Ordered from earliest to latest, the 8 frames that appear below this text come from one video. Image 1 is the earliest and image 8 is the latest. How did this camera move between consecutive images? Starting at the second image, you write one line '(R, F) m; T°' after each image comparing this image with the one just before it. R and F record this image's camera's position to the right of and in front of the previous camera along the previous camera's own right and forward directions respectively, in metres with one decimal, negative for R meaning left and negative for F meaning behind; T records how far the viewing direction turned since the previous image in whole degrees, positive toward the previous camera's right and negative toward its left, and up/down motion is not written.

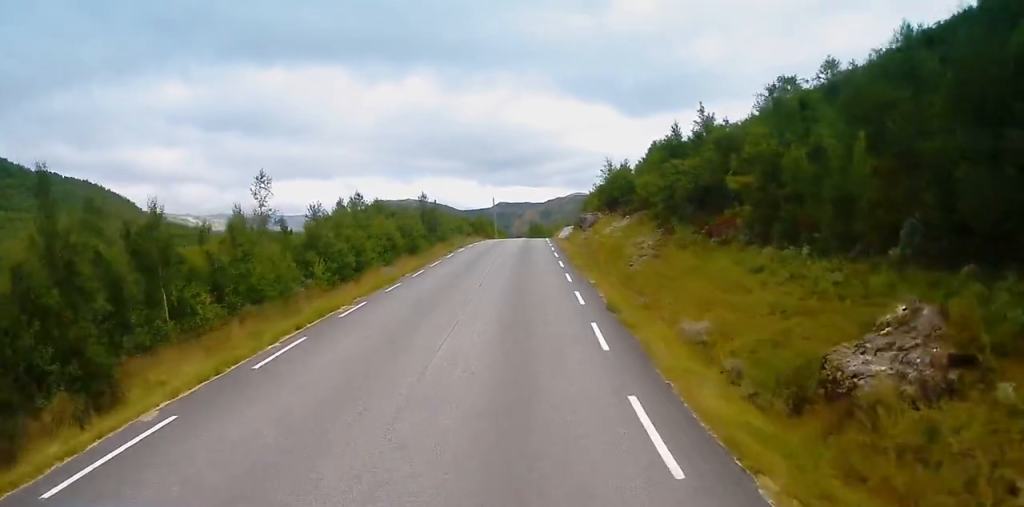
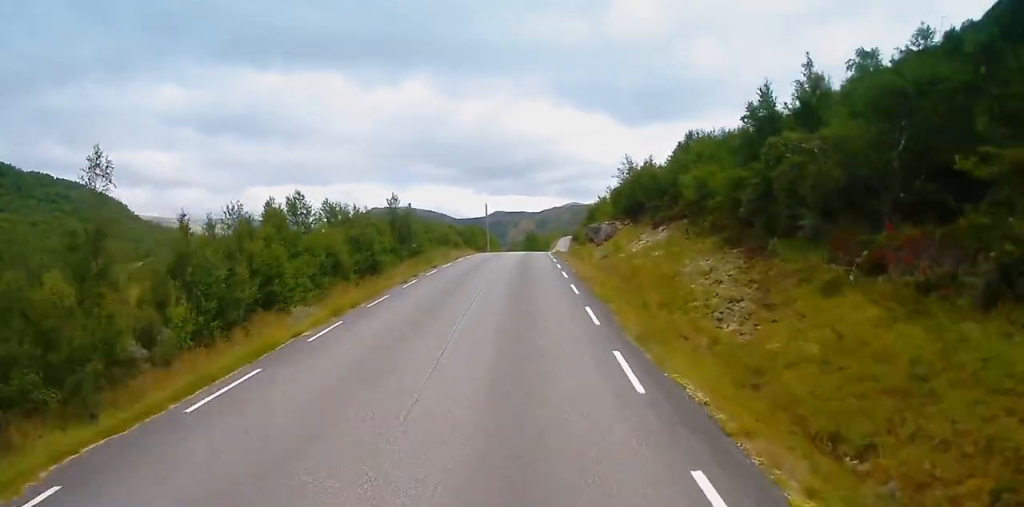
(+0.1, +14.8) m; +1°
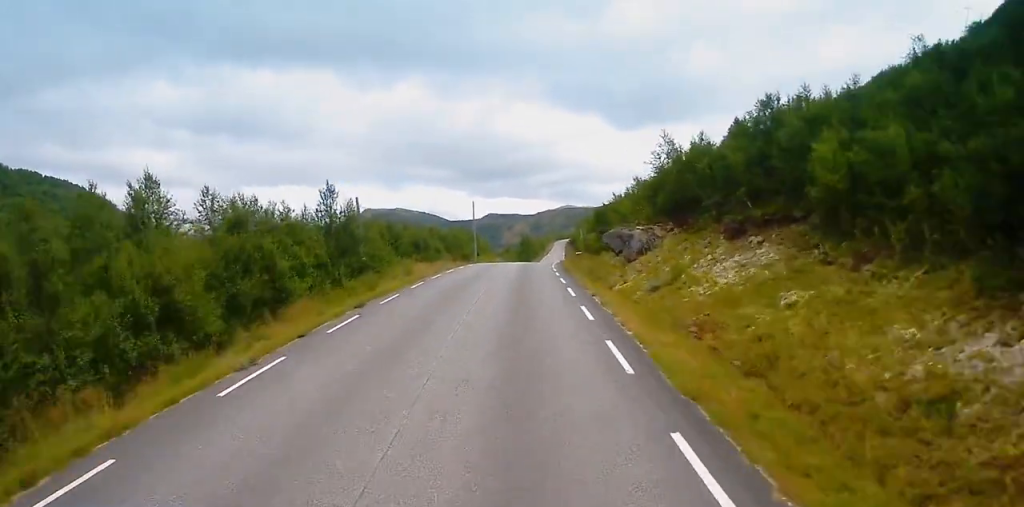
(+0.1, +17.1) m; 0°
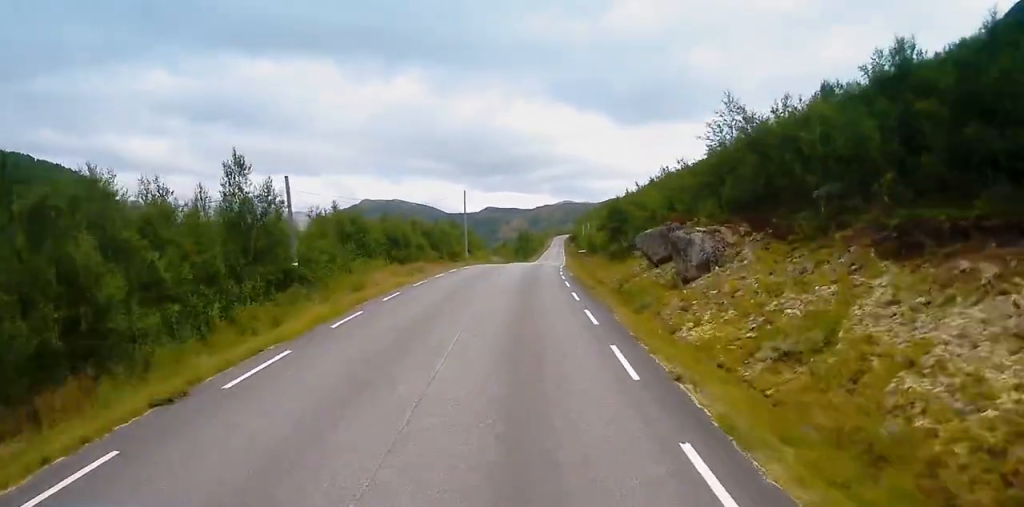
(-0.1, +12.4) m; 0°
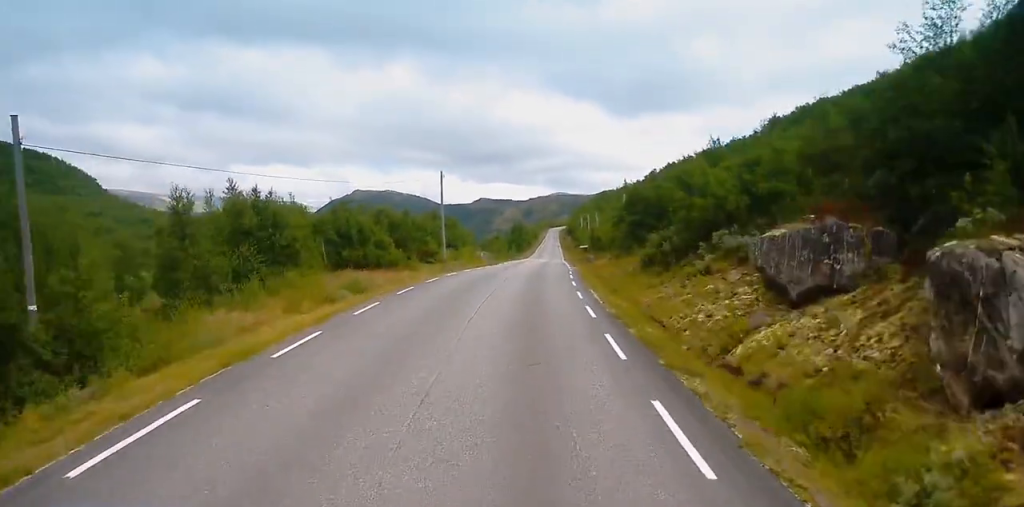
(+0.1, +16.2) m; +1°
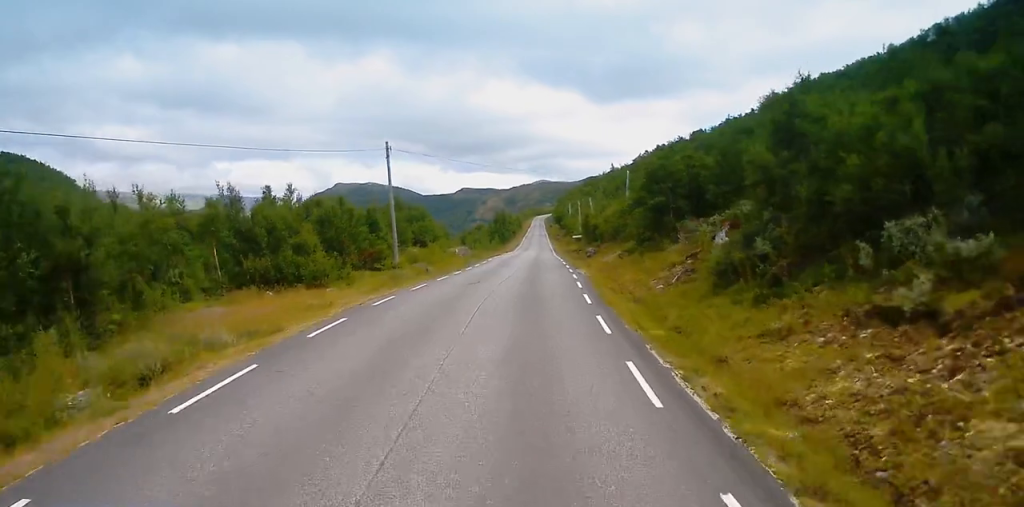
(+0.2, +15.7) m; +1°
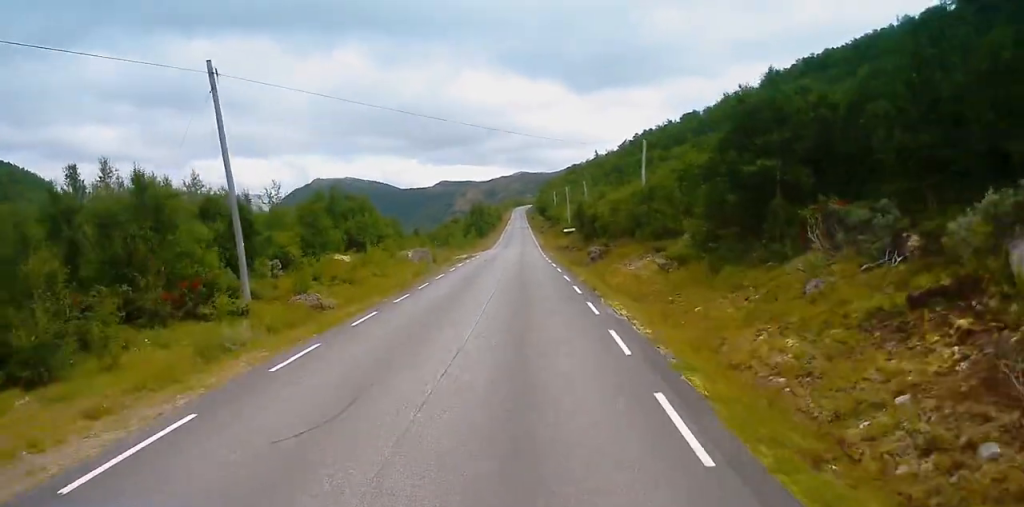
(+0.3, +20.7) m; +1°
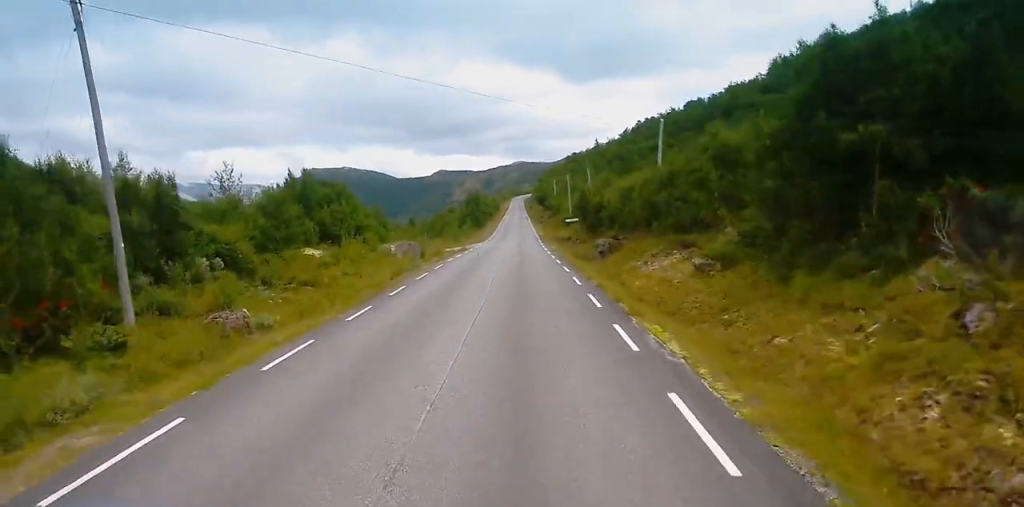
(0.0, +6.6) m; 0°
